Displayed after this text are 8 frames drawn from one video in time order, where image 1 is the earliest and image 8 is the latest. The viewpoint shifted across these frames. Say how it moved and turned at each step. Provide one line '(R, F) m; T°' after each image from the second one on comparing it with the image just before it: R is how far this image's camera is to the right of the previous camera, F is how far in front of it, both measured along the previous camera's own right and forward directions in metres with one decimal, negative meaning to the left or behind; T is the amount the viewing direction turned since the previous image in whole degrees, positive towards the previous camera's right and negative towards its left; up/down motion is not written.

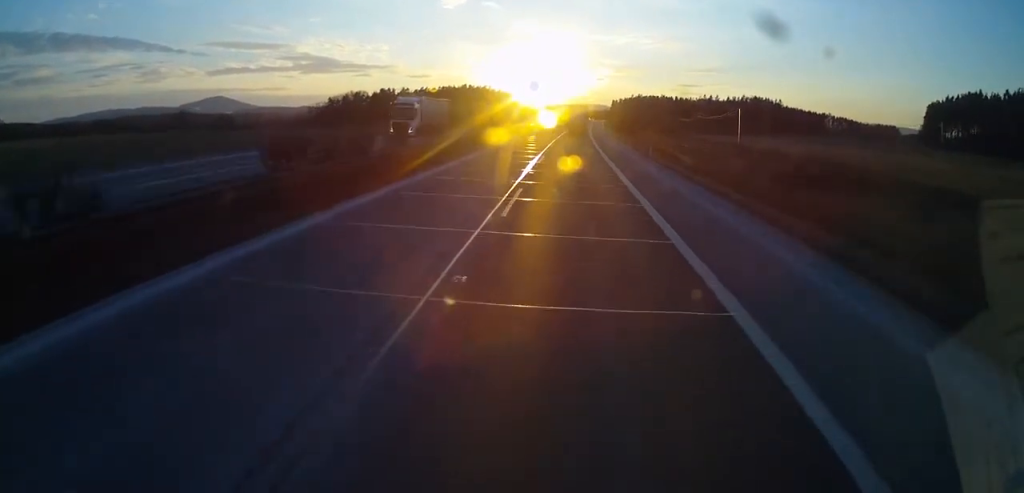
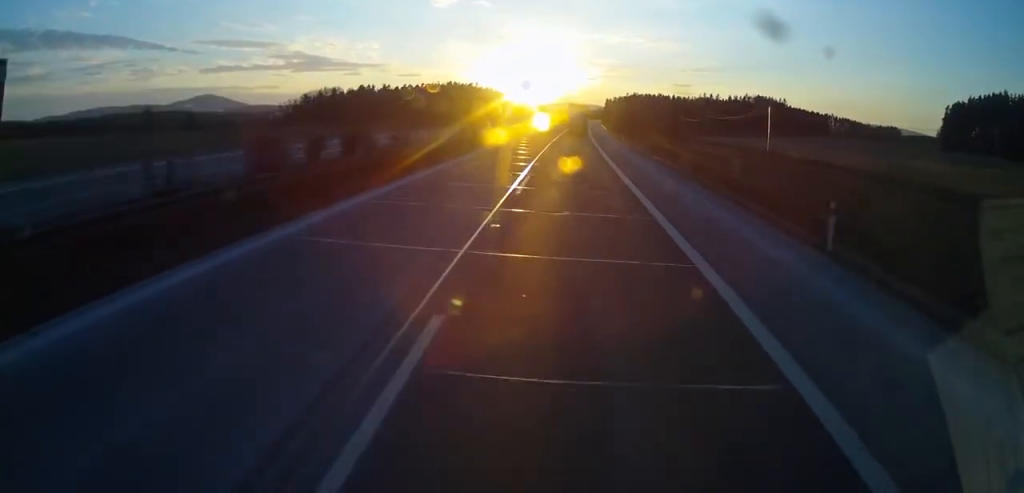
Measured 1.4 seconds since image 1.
(-0.1, +31.7) m; -1°
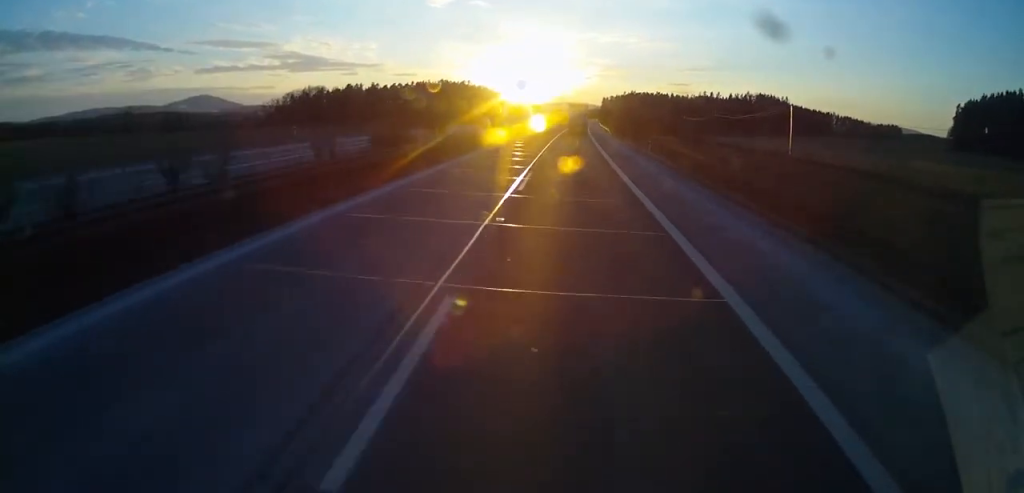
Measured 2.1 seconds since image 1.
(-0.4, +16.9) m; 0°
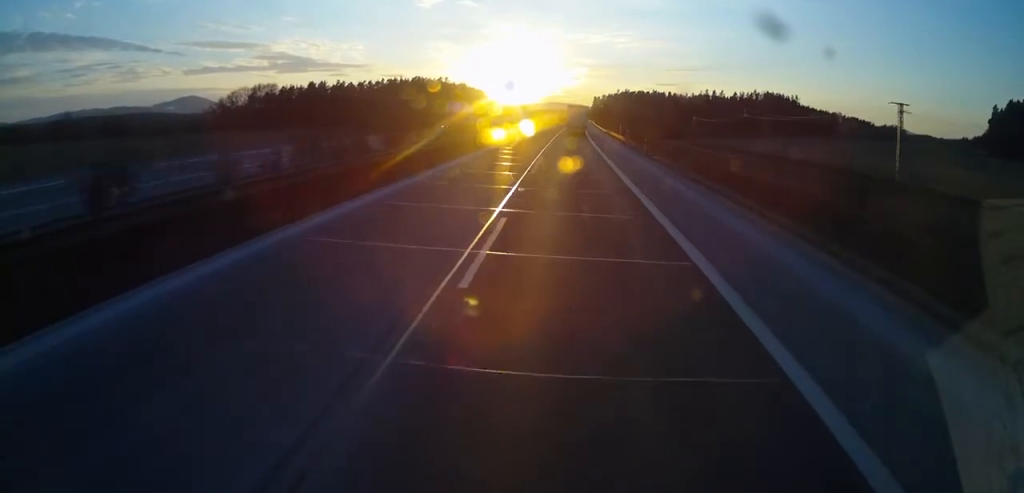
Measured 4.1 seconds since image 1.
(+1.5, +46.4) m; +3°
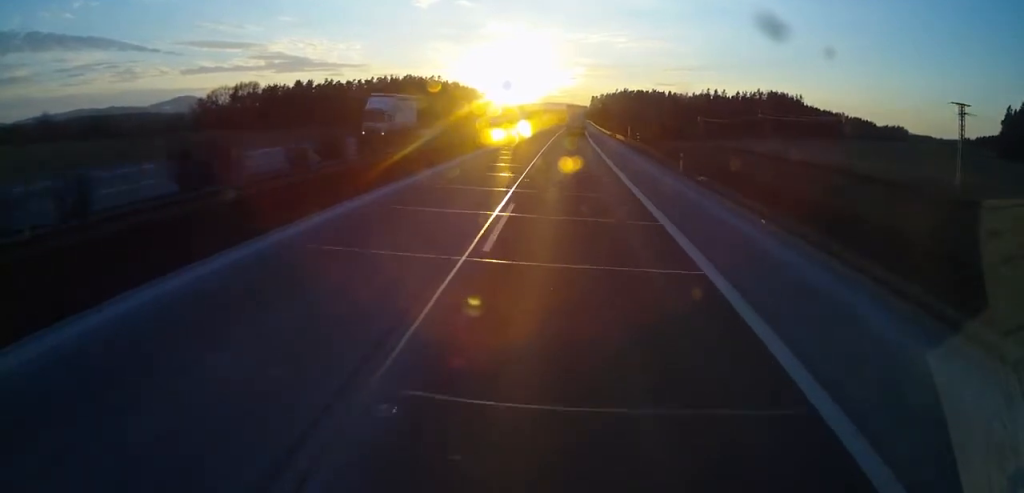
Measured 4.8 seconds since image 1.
(+0.2, +14.9) m; 0°
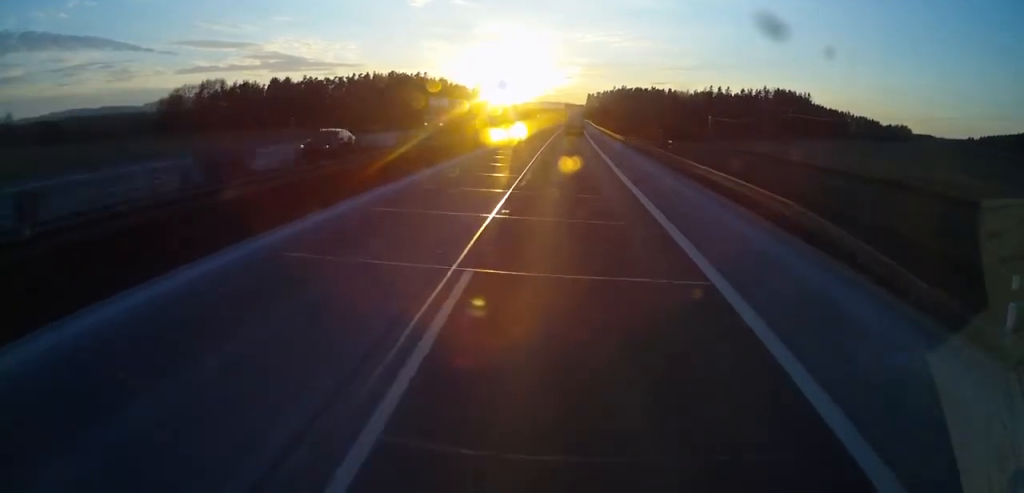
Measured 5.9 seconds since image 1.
(-0.3, +24.1) m; +1°
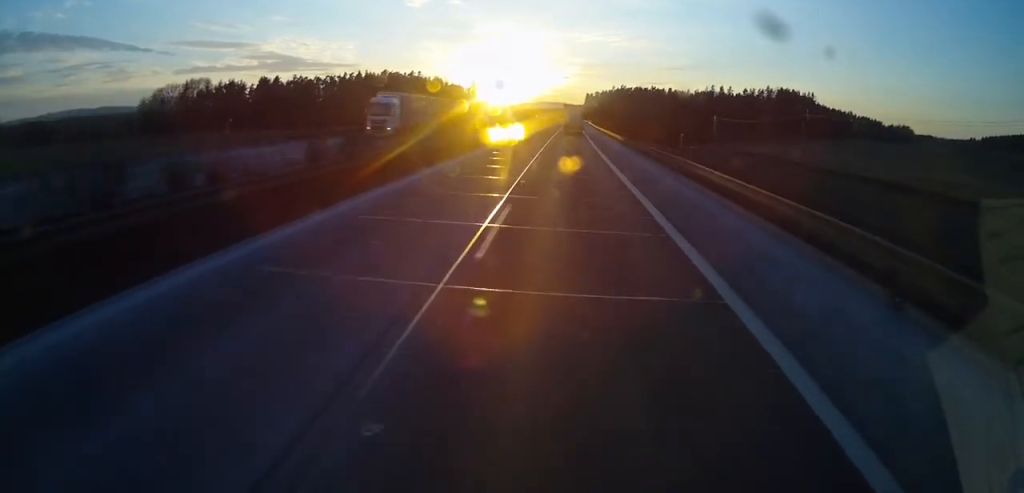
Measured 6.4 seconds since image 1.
(0.0, +10.1) m; 0°
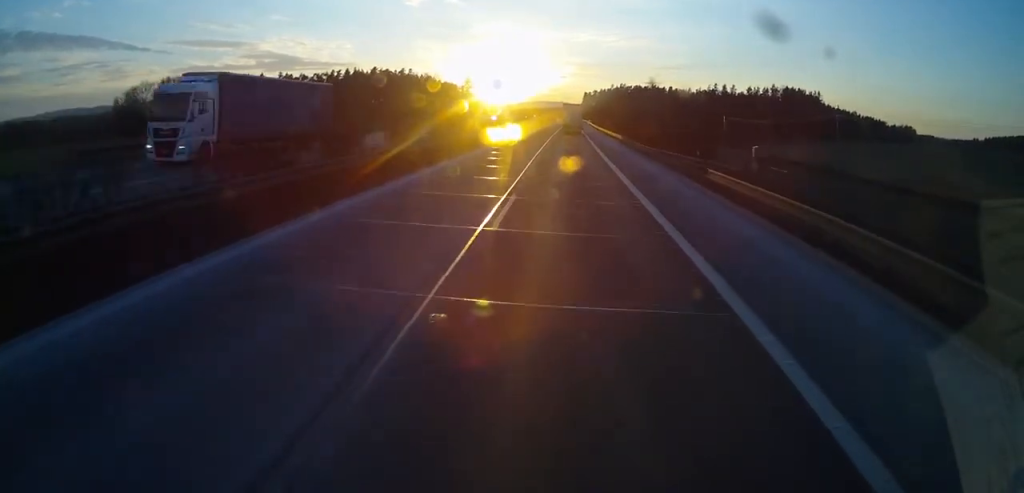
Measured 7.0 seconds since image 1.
(+0.5, +14.2) m; +1°
